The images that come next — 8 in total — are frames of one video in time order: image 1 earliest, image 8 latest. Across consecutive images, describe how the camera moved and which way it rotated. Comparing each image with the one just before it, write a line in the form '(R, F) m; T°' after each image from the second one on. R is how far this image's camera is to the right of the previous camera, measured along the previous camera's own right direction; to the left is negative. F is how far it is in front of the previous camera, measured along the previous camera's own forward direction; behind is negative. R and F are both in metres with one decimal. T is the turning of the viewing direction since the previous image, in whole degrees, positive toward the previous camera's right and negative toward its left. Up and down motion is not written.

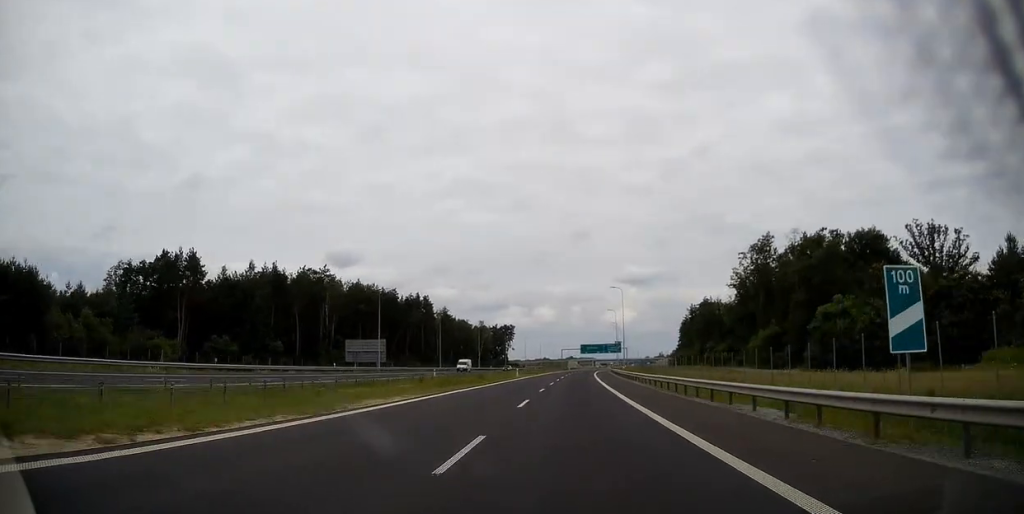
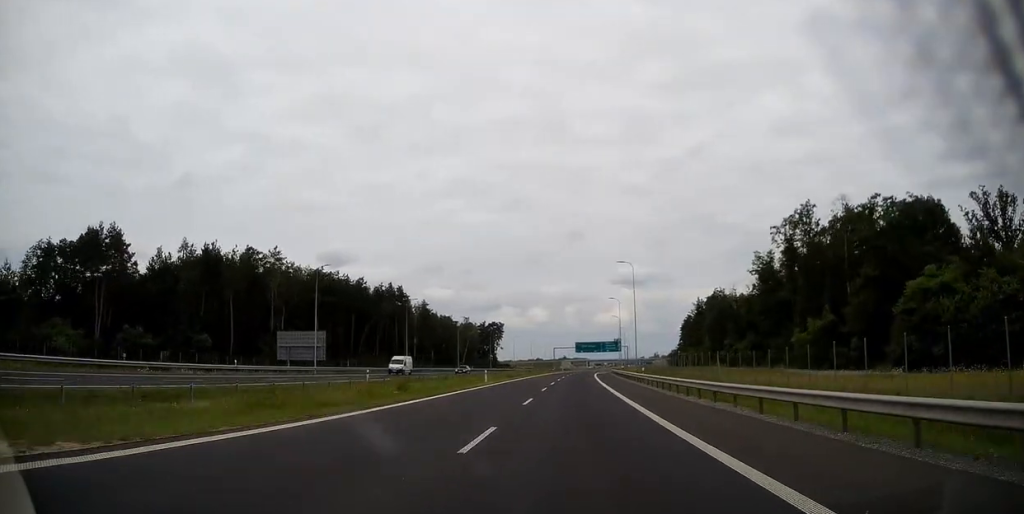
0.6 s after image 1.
(+0.2, +22.0) m; 0°
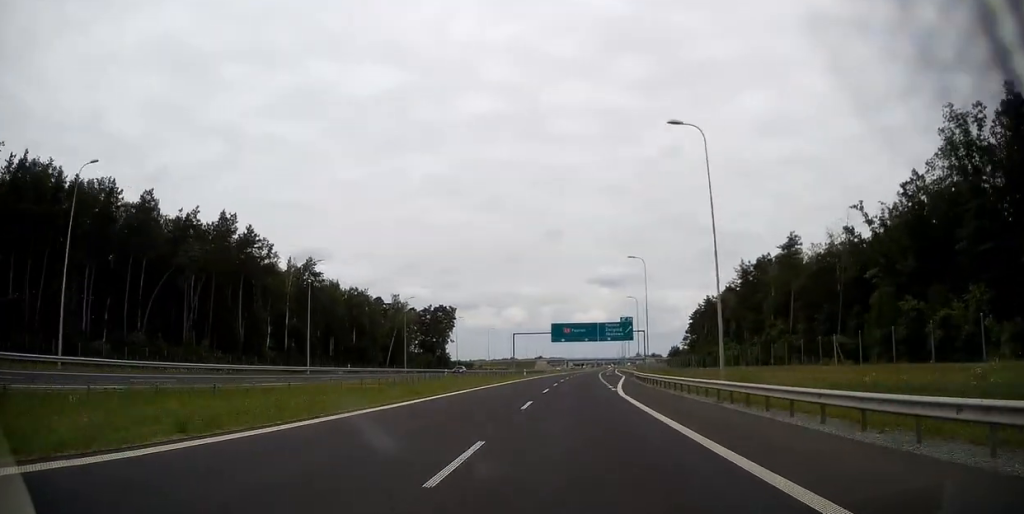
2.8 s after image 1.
(+1.0, +74.1) m; +2°
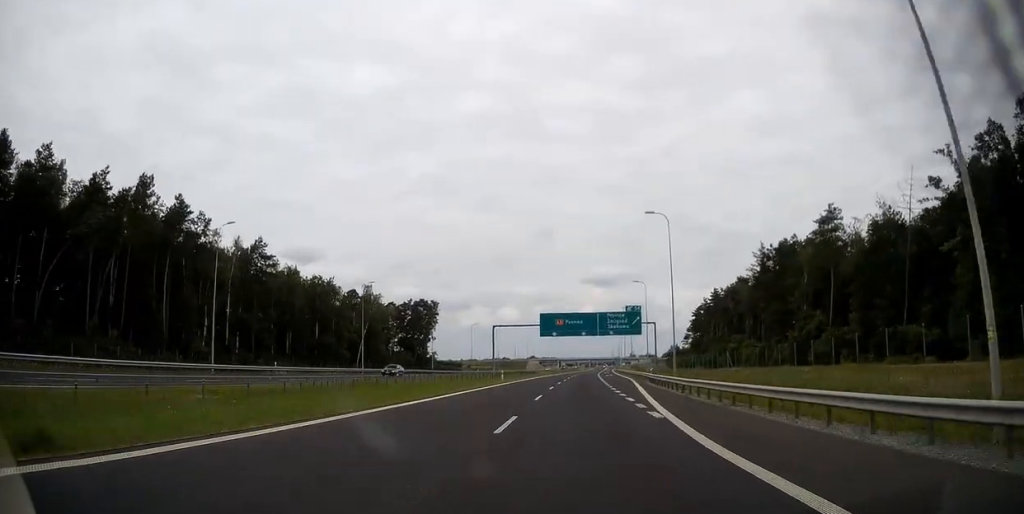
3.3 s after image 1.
(+0.1, +18.5) m; +1°
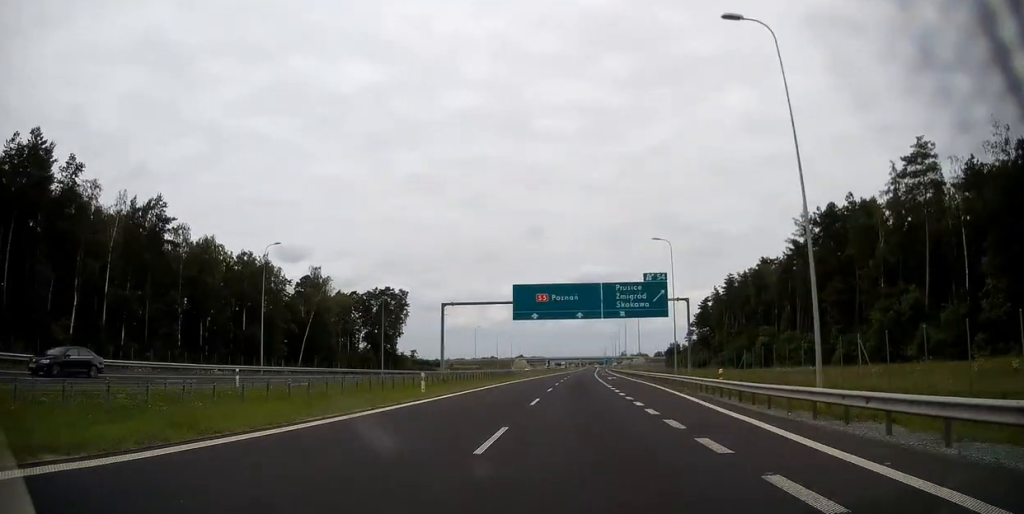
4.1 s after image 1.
(+0.1, +26.5) m; +1°
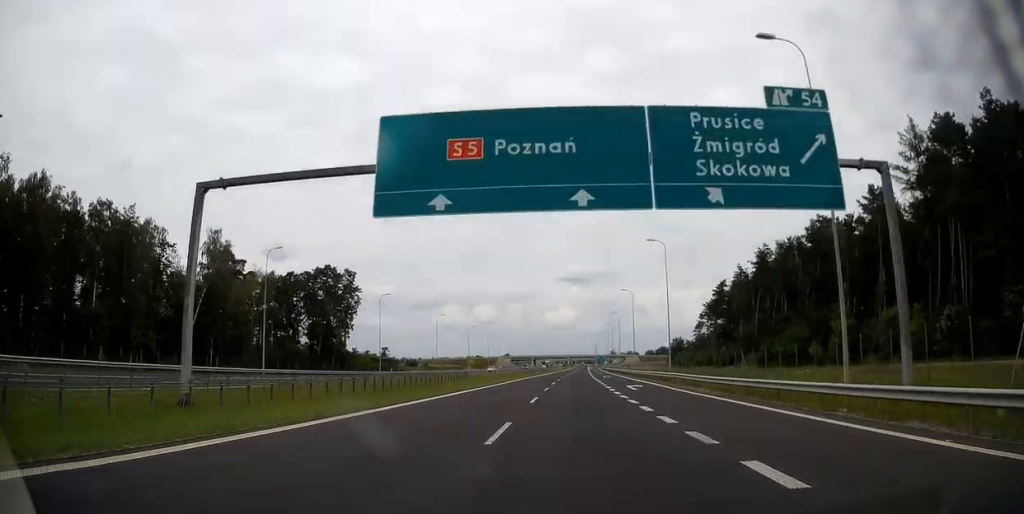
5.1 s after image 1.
(+0.4, +34.6) m; +1°
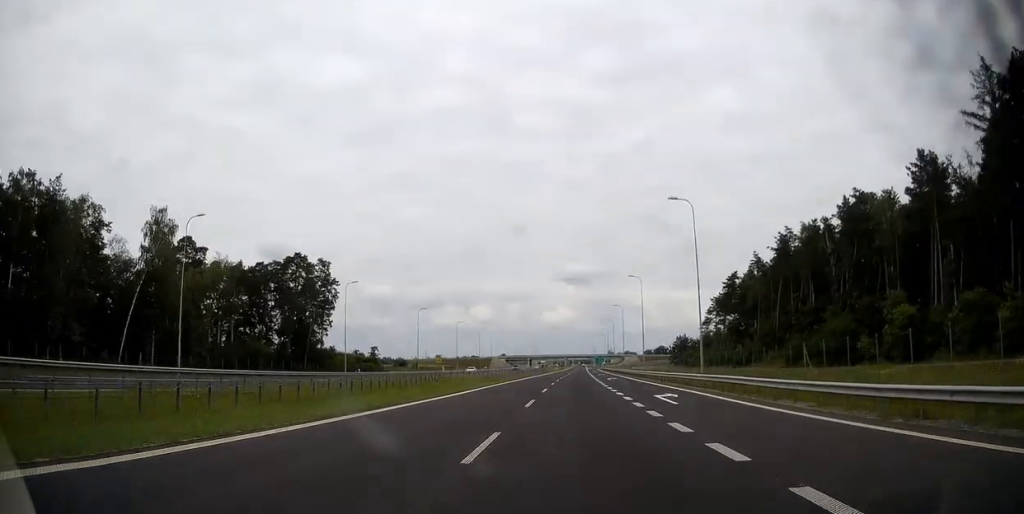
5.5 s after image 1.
(+0.1, +13.8) m; 0°
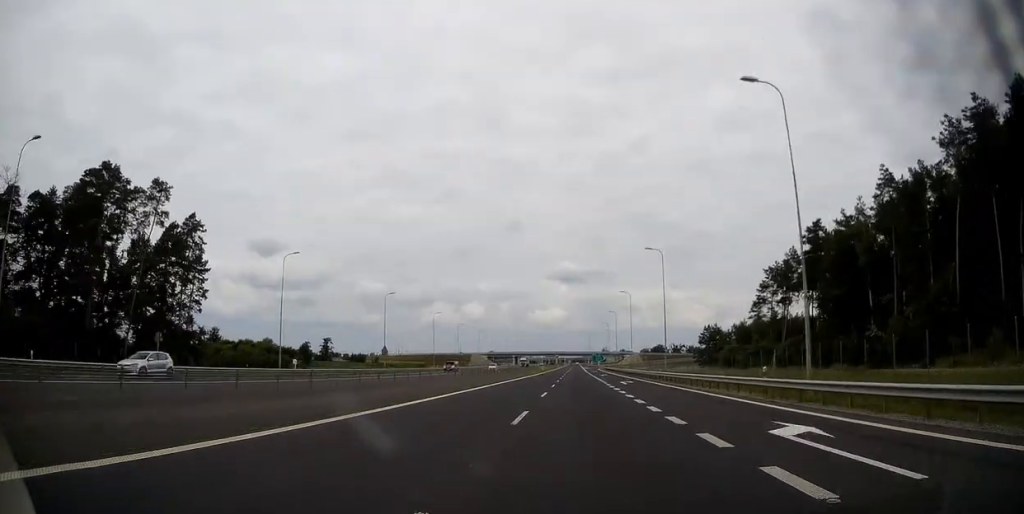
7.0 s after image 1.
(+0.5, +54.3) m; +1°
